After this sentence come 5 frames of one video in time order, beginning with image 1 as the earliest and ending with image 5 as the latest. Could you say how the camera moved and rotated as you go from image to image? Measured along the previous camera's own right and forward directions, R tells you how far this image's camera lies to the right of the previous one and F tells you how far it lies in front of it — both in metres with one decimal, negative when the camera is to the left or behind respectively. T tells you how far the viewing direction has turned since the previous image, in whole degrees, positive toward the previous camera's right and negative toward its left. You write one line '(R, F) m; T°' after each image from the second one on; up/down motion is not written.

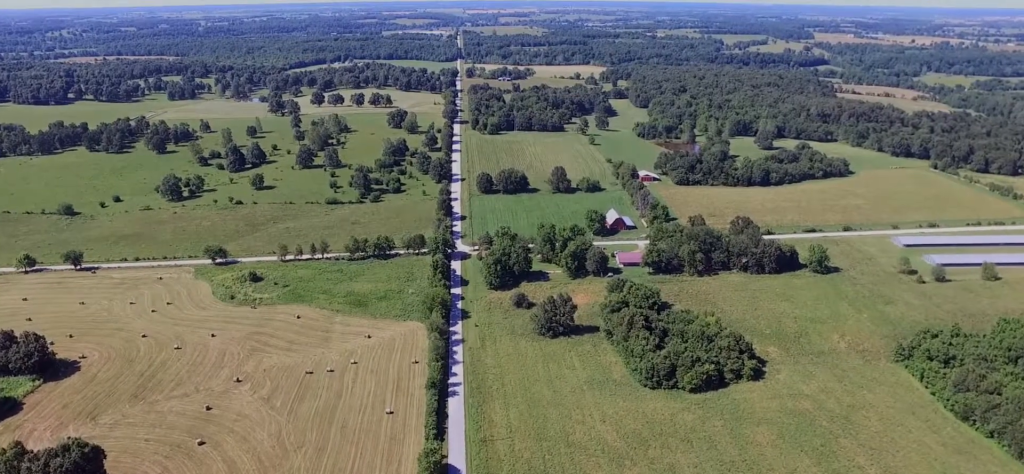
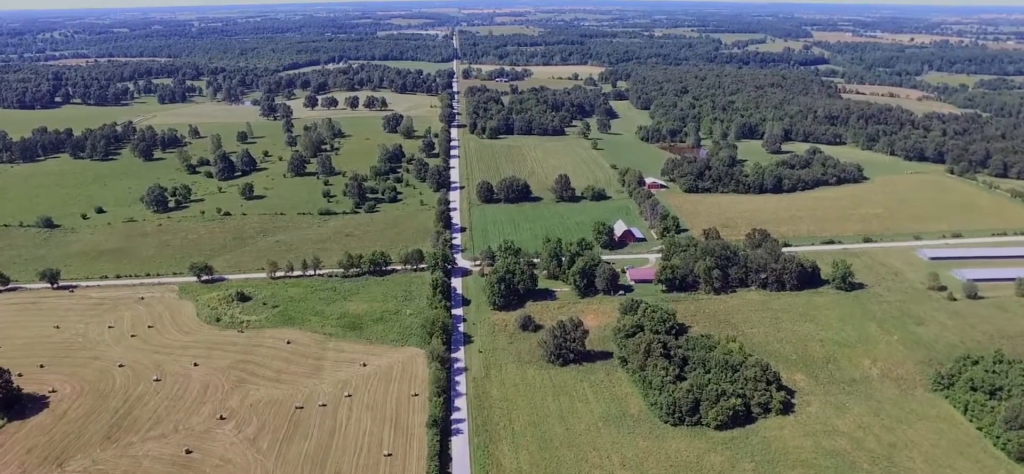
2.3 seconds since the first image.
(+0.1, +29.0) m; -1°
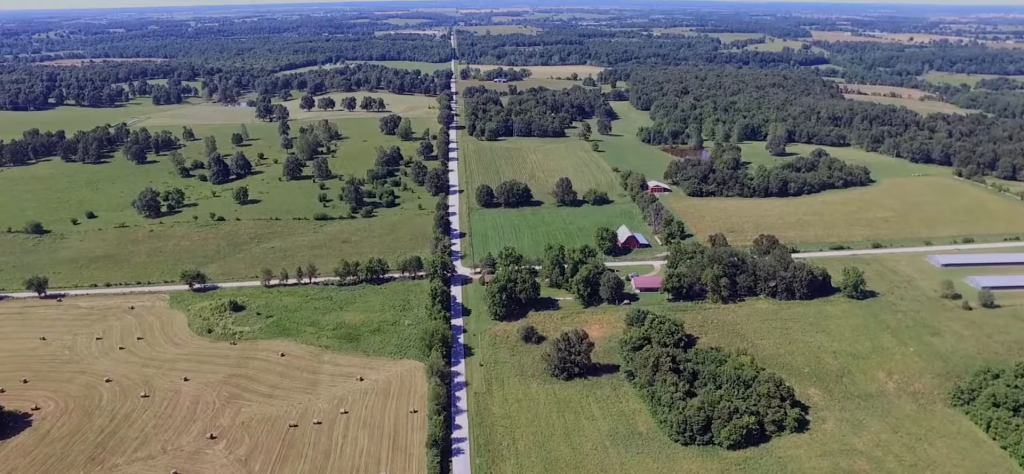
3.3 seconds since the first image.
(-0.1, +13.2) m; 0°
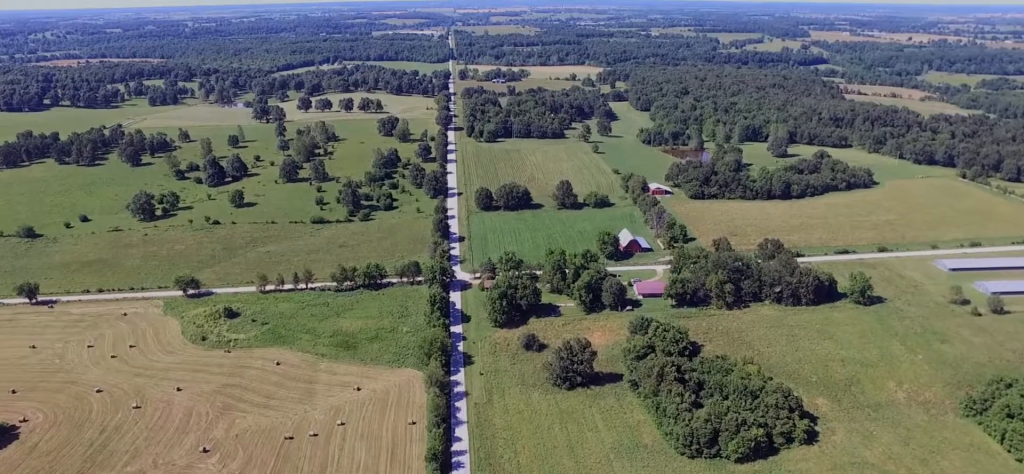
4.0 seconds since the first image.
(0.0, +8.1) m; 0°
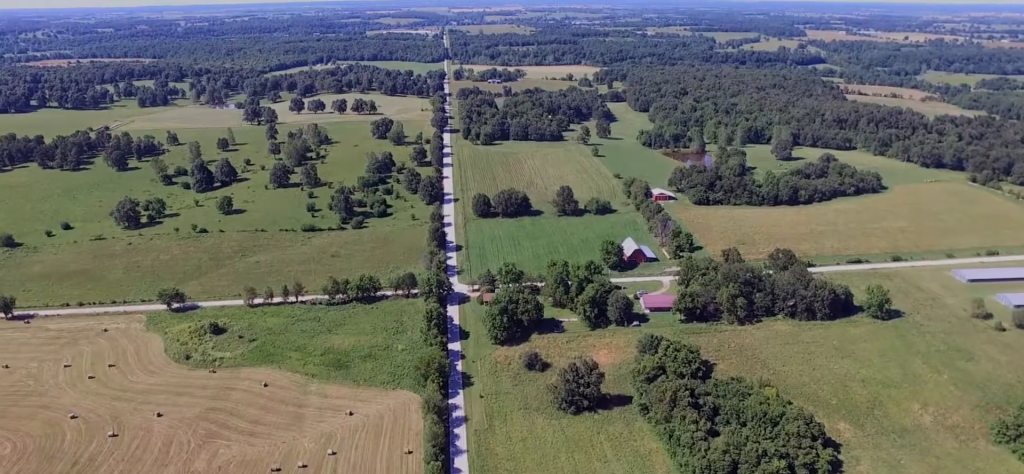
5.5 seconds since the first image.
(+0.3, +19.5) m; +2°
